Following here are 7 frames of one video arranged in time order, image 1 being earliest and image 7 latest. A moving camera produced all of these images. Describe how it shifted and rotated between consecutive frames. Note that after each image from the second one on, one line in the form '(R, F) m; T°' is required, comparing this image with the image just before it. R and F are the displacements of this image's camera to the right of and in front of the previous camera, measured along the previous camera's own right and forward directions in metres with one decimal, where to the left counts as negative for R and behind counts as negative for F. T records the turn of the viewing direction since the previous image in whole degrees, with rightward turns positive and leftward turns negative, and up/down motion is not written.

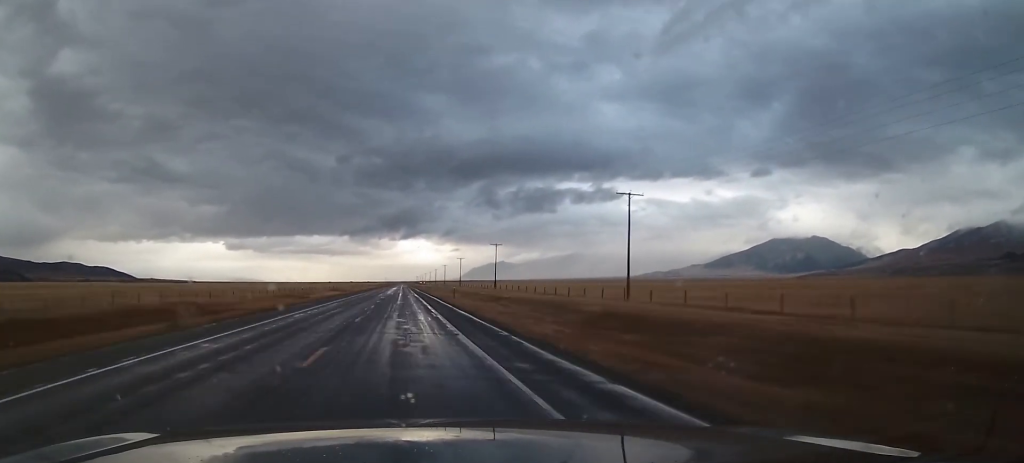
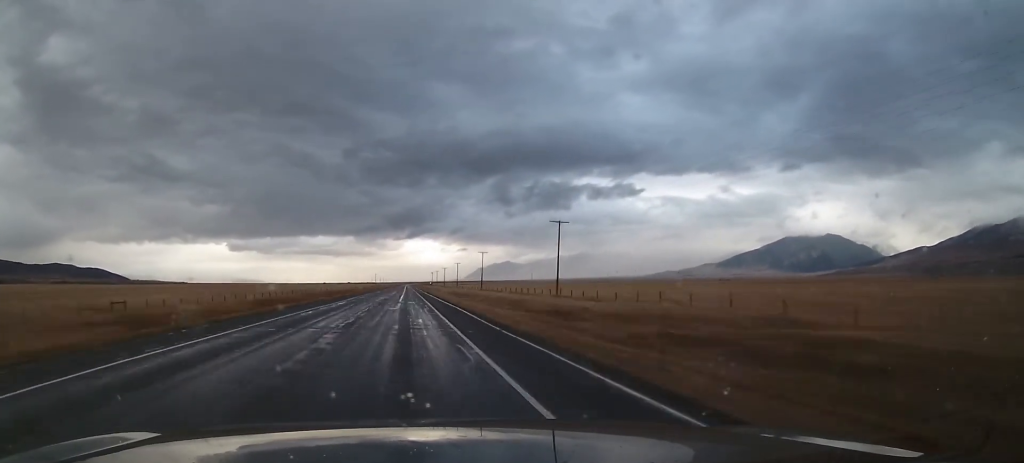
(-0.2, +351.6) m; 0°
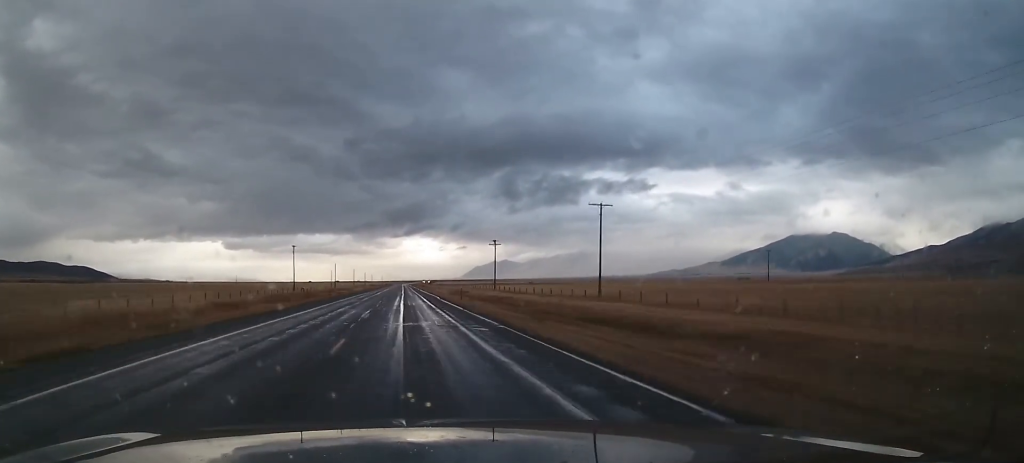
(-0.3, +317.9) m; 0°
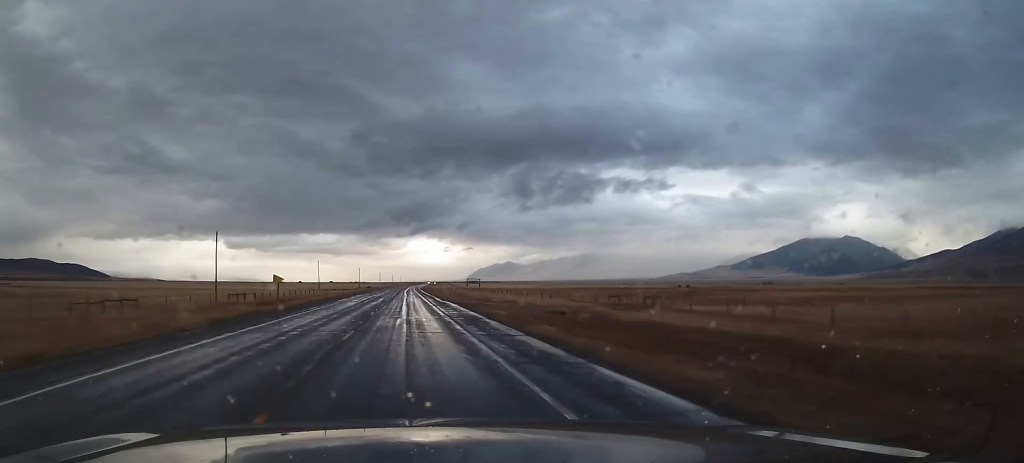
(+0.5, +286.4) m; +1°
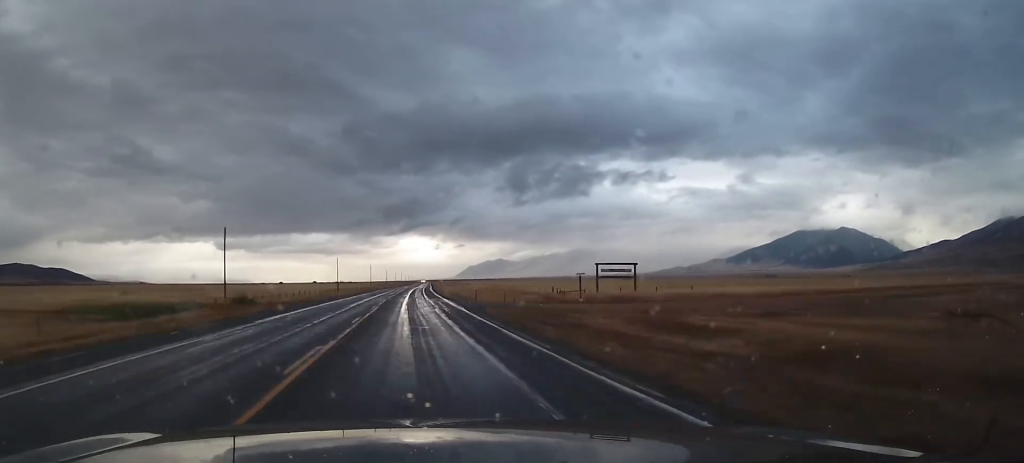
(+1.5, +172.9) m; +1°
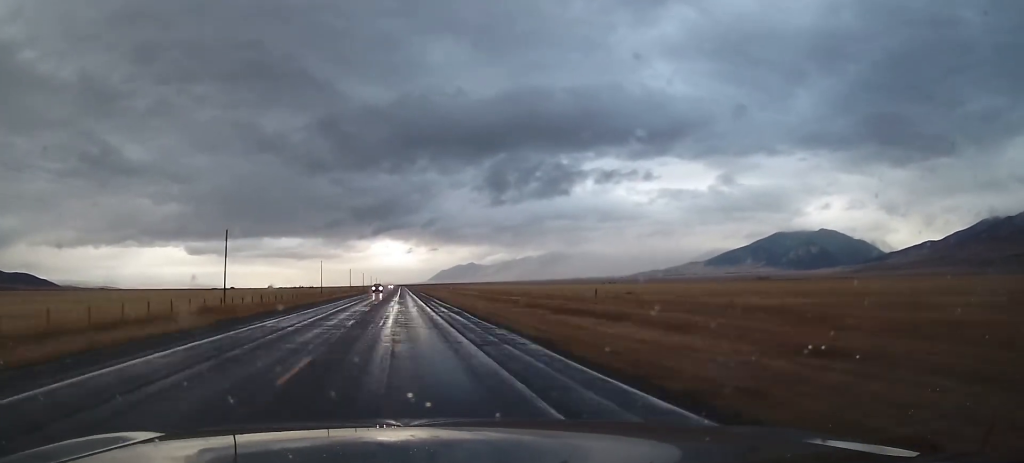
(+4.5, +243.5) m; +1°
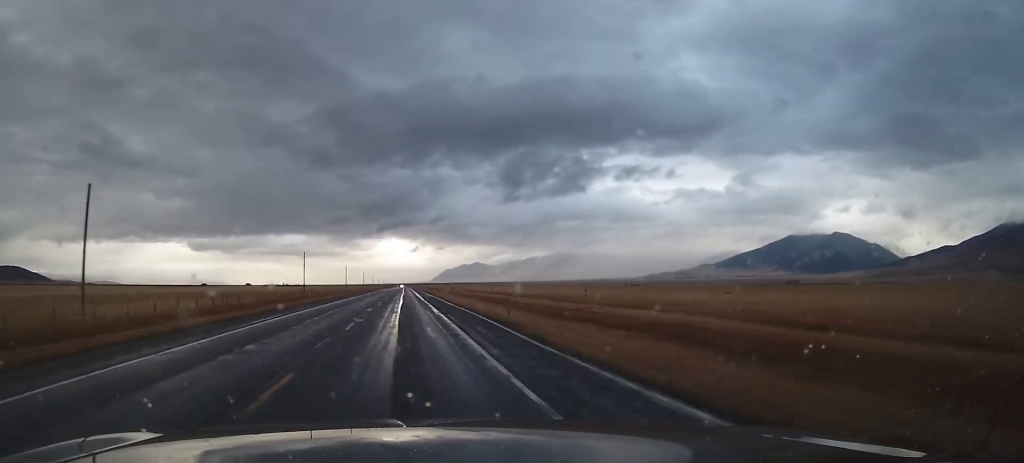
(+0.7, +293.1) m; 0°
